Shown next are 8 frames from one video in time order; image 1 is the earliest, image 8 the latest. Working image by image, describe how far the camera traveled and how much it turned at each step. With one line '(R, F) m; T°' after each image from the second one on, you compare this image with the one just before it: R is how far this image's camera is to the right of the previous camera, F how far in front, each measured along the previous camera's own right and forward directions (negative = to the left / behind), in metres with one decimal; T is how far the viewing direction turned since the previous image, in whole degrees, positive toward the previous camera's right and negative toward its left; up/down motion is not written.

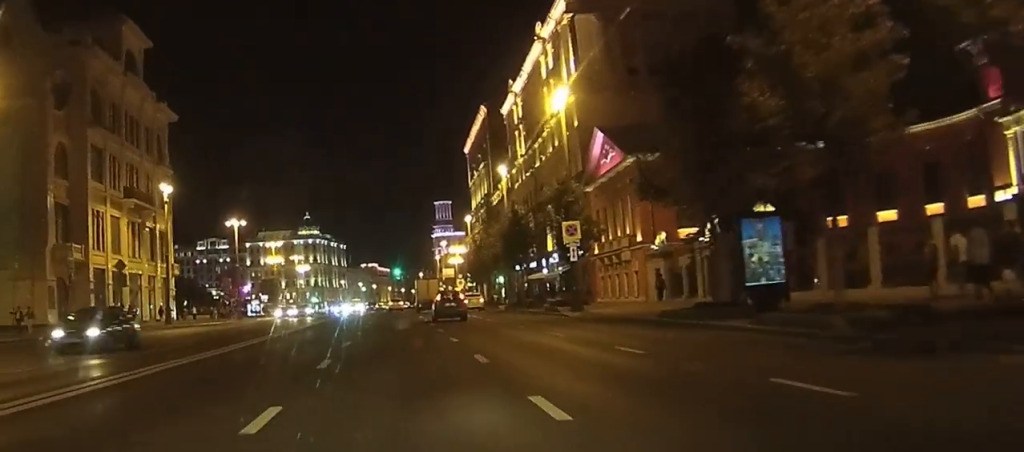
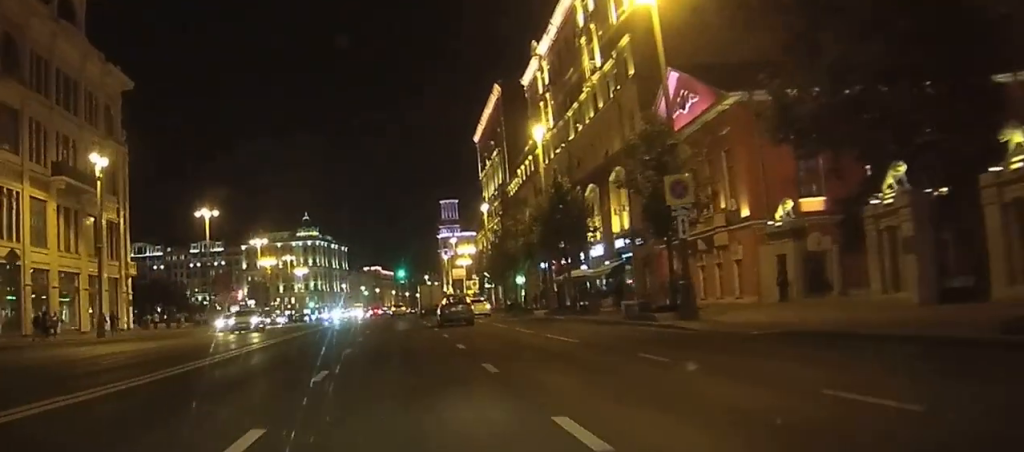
(+0.3, +17.2) m; +2°
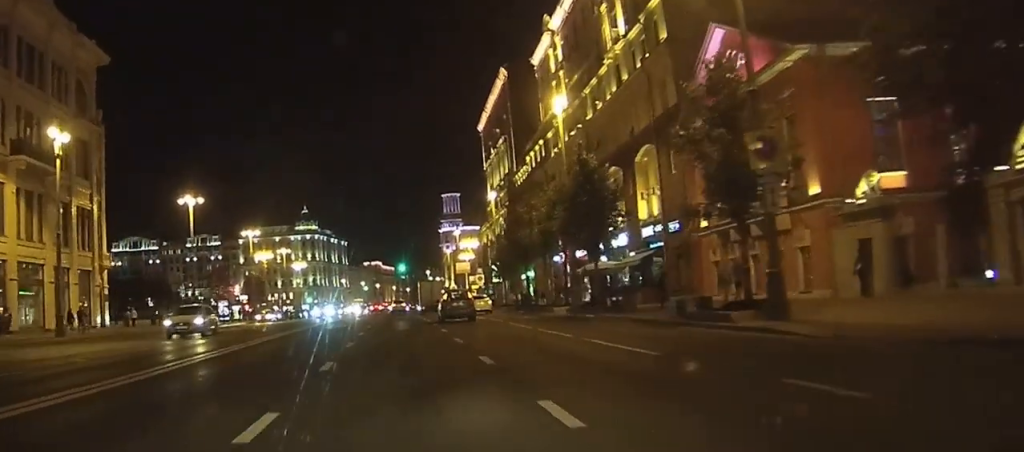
(0.0, +6.9) m; +1°
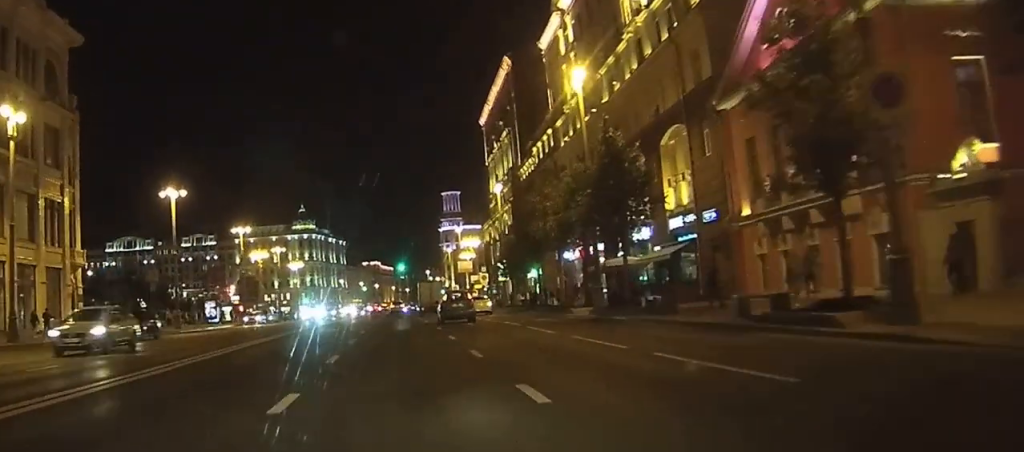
(+0.1, +5.9) m; 0°
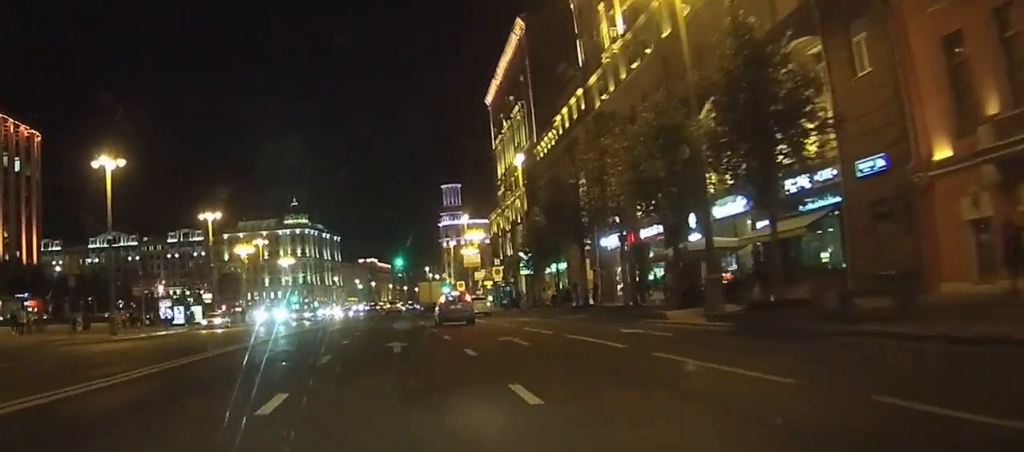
(+0.1, +15.7) m; 0°
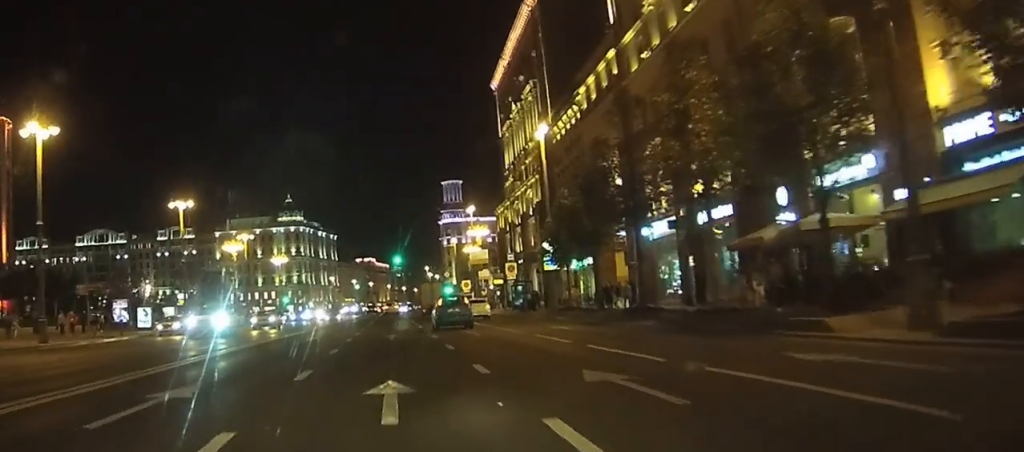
(-0.1, +11.2) m; -1°
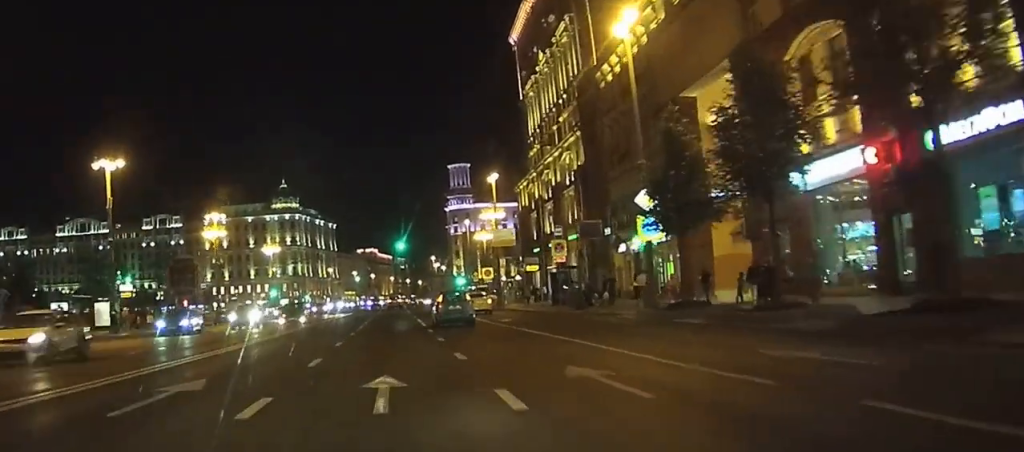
(-0.5, +20.7) m; -2°
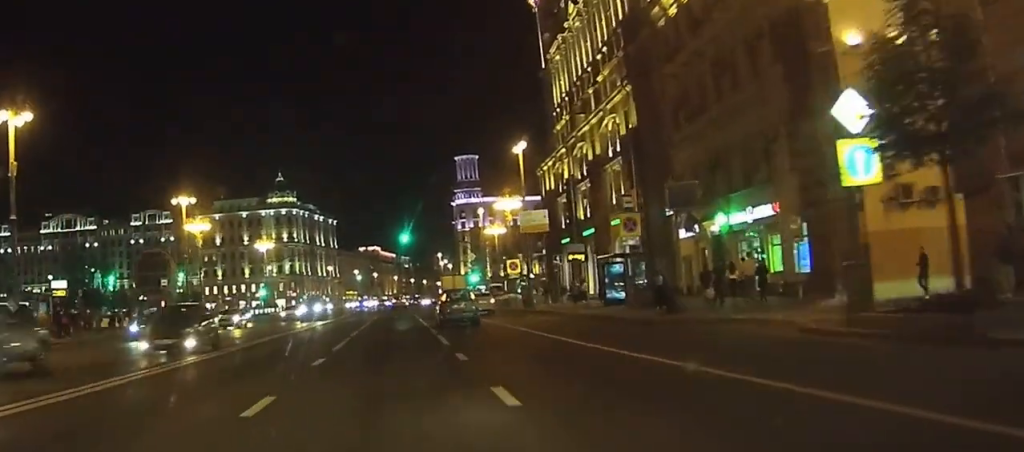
(-0.1, +15.8) m; +2°
